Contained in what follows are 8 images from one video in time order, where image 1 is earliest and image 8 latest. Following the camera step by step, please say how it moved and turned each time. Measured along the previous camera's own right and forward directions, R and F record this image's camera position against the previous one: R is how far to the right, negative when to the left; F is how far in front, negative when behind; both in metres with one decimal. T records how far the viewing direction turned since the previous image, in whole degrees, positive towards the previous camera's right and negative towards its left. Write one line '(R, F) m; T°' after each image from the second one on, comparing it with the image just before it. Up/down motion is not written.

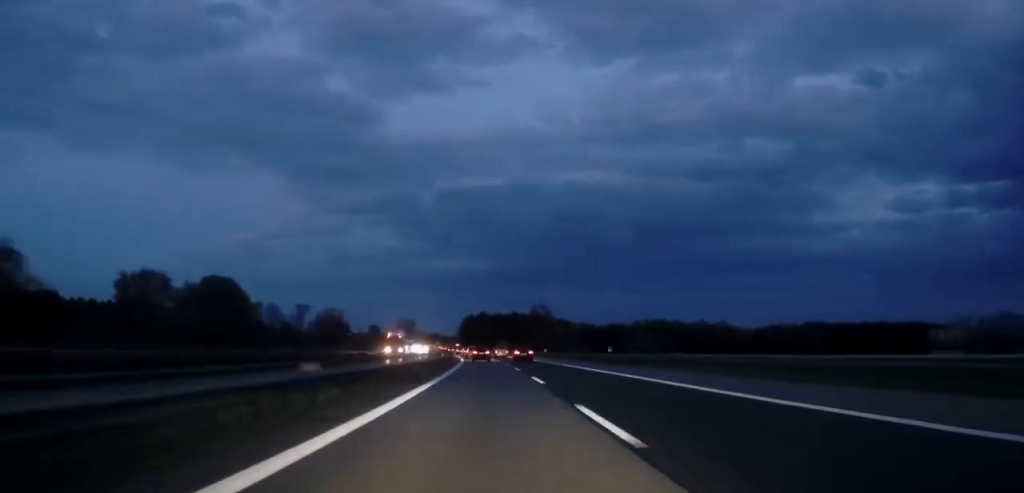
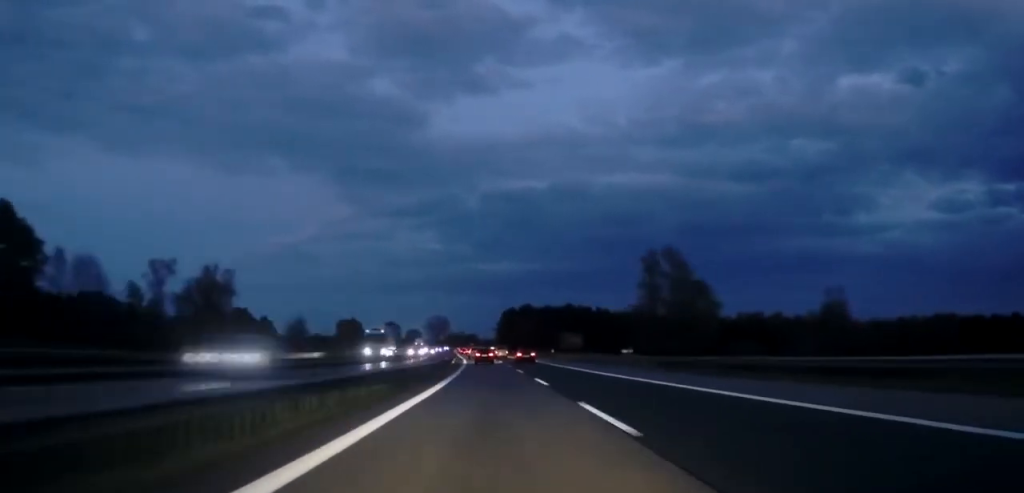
(-2.4, +107.8) m; -3°
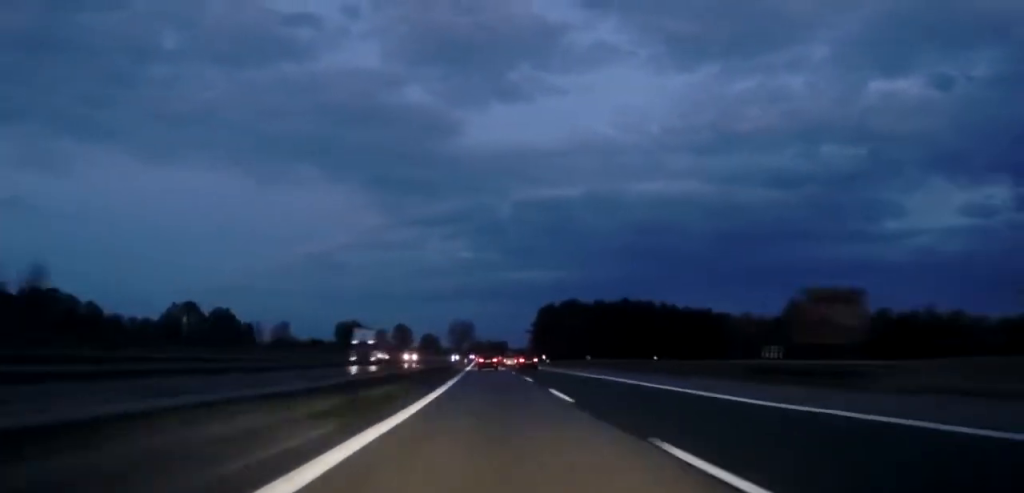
(-1.7, +77.0) m; -1°
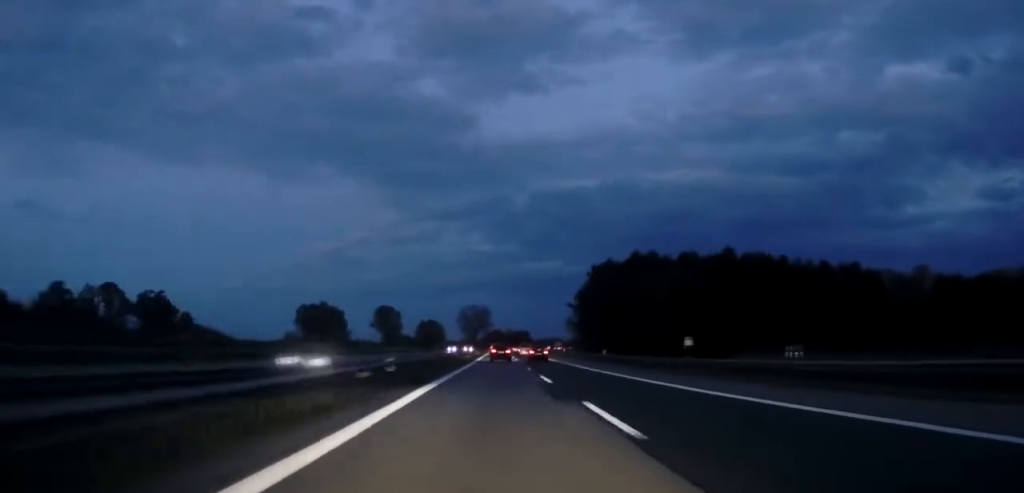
(-0.8, +97.8) m; -1°
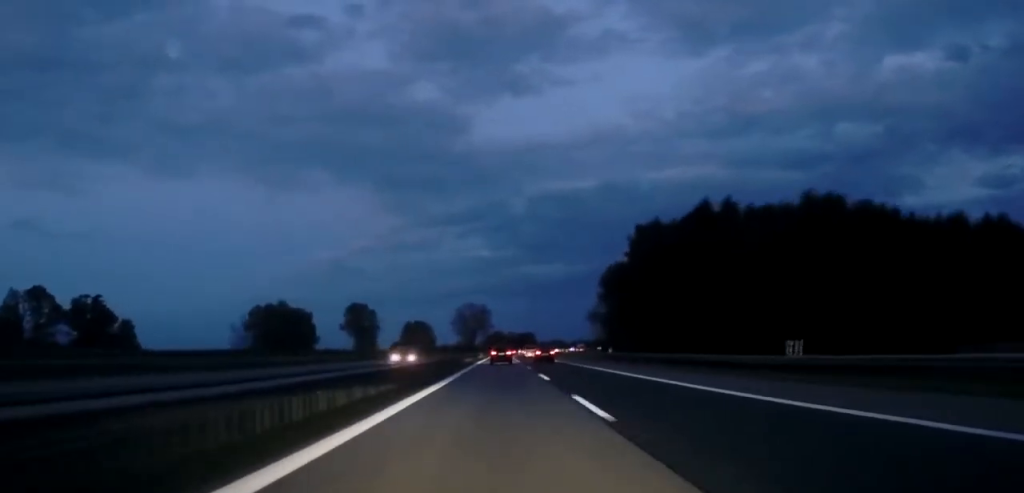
(0.0, +50.5) m; 0°
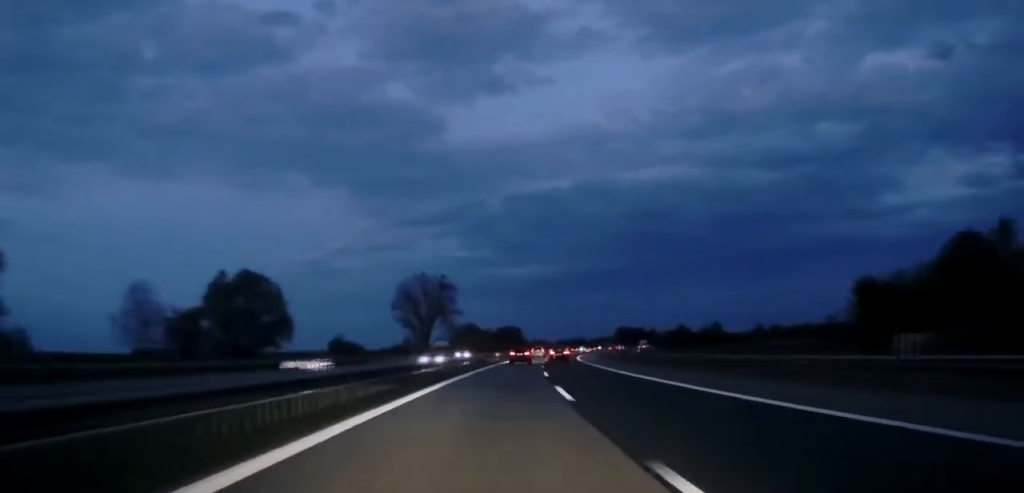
(+1.4, +158.7) m; +3°
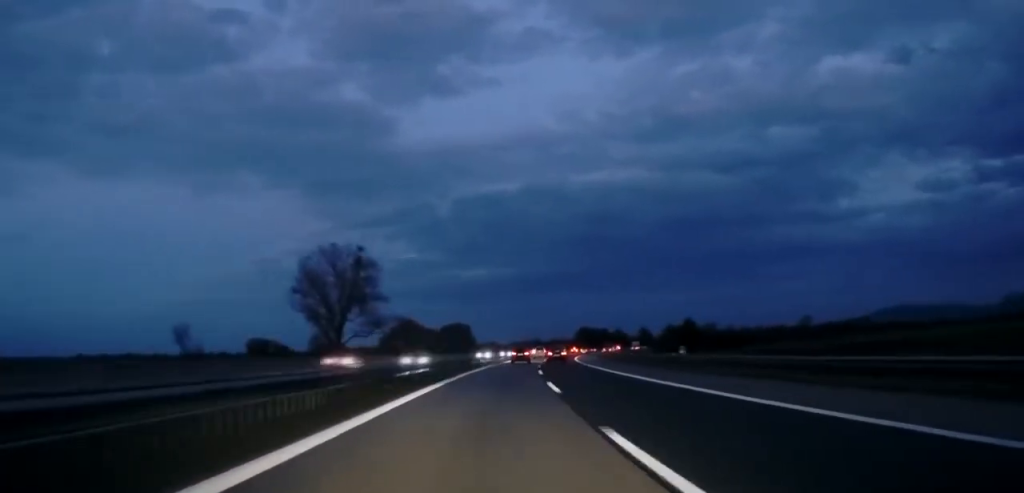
(+2.3, +71.5) m; +3°
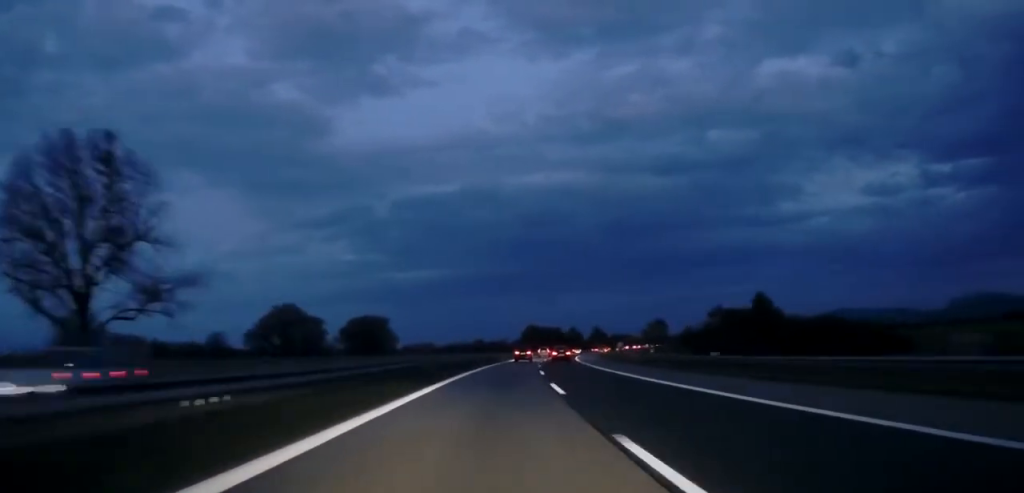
(+3.7, +93.5) m; +4°
